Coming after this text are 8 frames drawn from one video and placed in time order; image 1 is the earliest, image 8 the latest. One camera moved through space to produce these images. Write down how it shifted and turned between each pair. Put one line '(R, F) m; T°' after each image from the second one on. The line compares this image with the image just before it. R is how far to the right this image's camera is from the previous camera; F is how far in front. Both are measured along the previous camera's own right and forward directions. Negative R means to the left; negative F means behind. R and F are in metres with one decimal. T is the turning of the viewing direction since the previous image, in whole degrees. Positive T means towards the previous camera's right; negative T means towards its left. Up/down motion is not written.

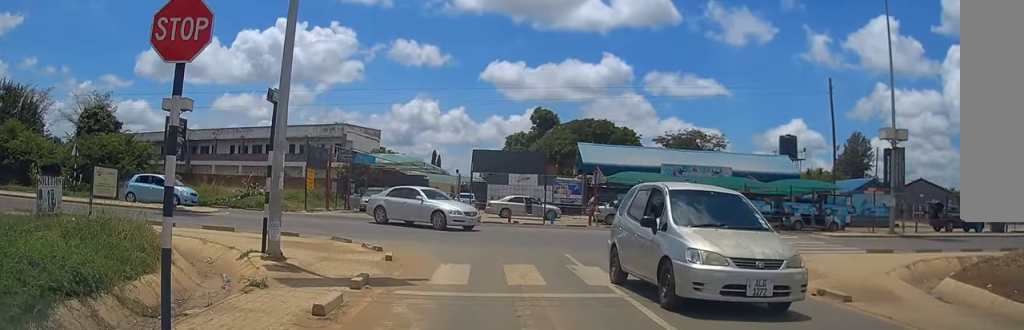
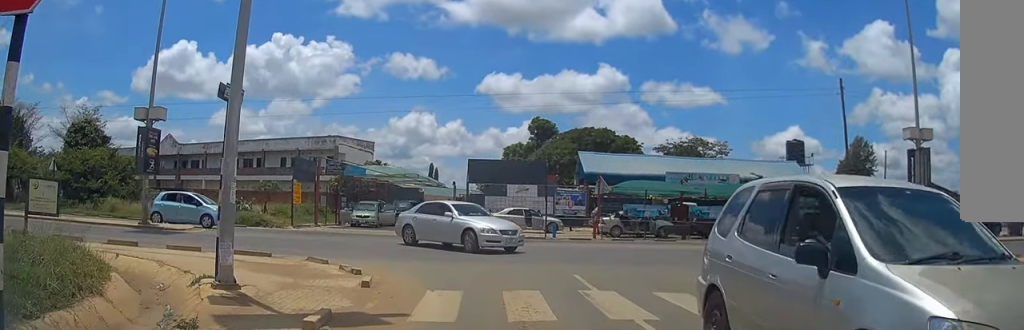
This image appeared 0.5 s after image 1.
(0.0, +2.3) m; 0°
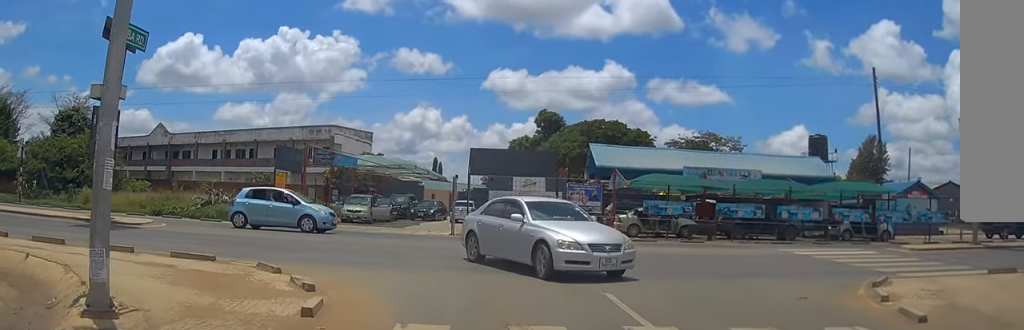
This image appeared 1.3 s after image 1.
(0.0, +3.6) m; -1°
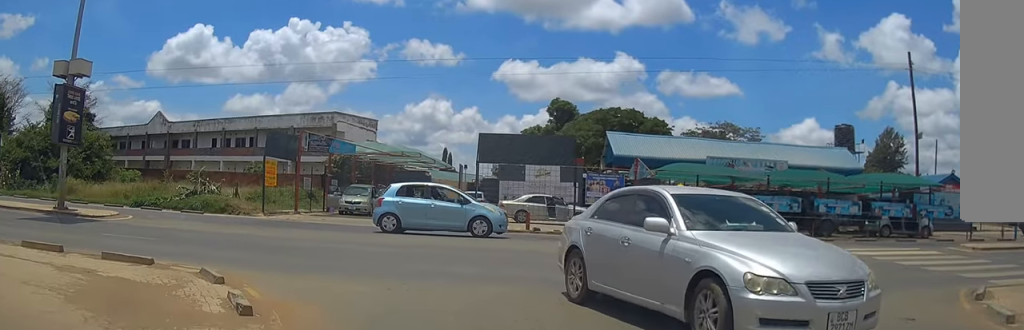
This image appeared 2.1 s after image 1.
(0.0, +3.0) m; -2°
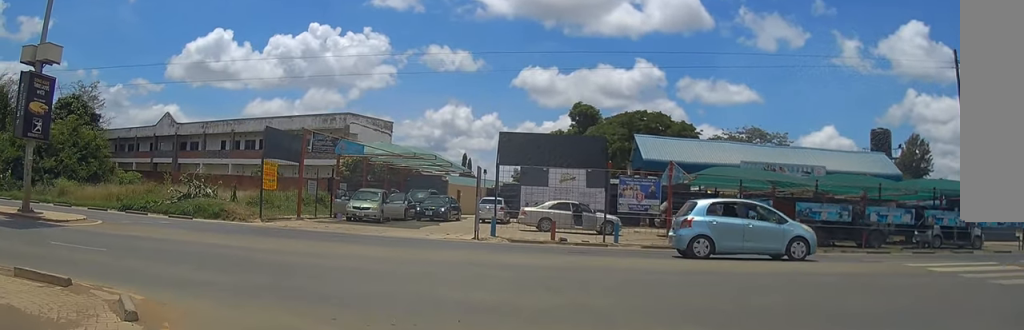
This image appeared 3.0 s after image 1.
(-0.1, +3.0) m; -3°
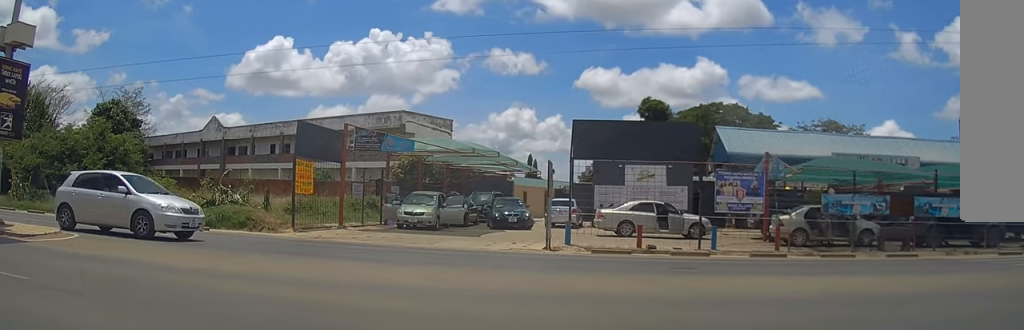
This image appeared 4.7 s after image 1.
(-0.1, +4.1) m; -9°
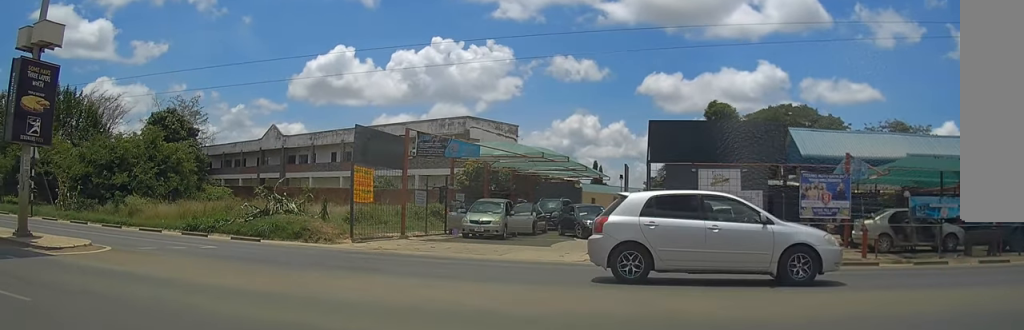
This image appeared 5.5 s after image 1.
(-0.2, +1.5) m; -12°
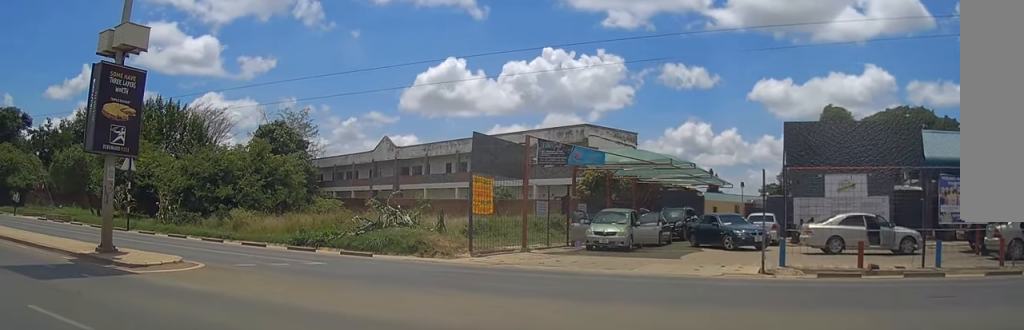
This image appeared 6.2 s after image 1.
(-0.1, +1.3) m; -17°
